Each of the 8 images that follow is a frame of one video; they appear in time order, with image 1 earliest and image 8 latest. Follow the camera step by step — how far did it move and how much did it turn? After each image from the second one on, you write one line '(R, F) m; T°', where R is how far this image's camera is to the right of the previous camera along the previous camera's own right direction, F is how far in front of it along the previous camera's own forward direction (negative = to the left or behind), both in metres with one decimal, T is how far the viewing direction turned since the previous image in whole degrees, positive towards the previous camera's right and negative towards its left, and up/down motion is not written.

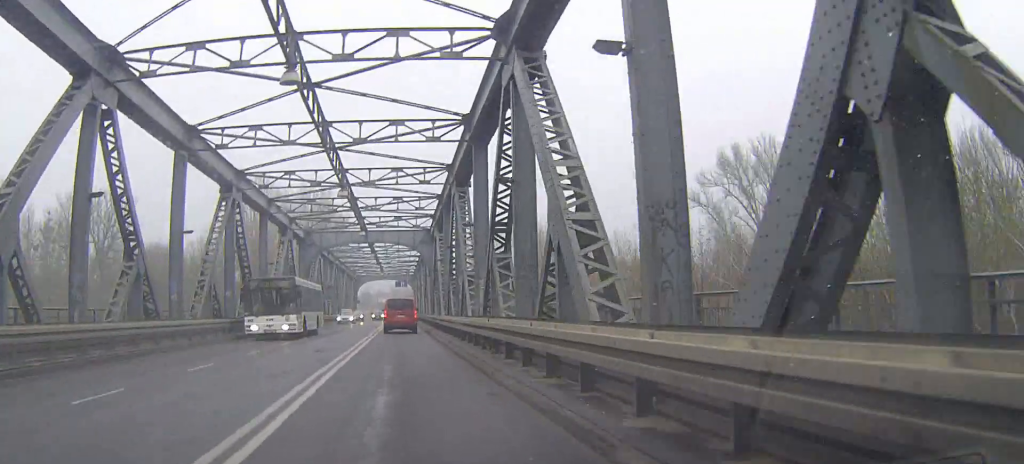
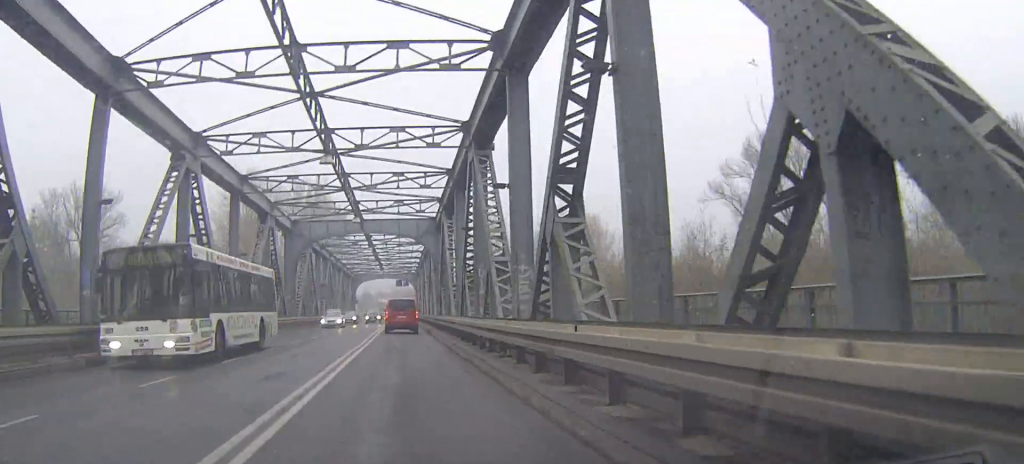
(0.0, +9.4) m; 0°
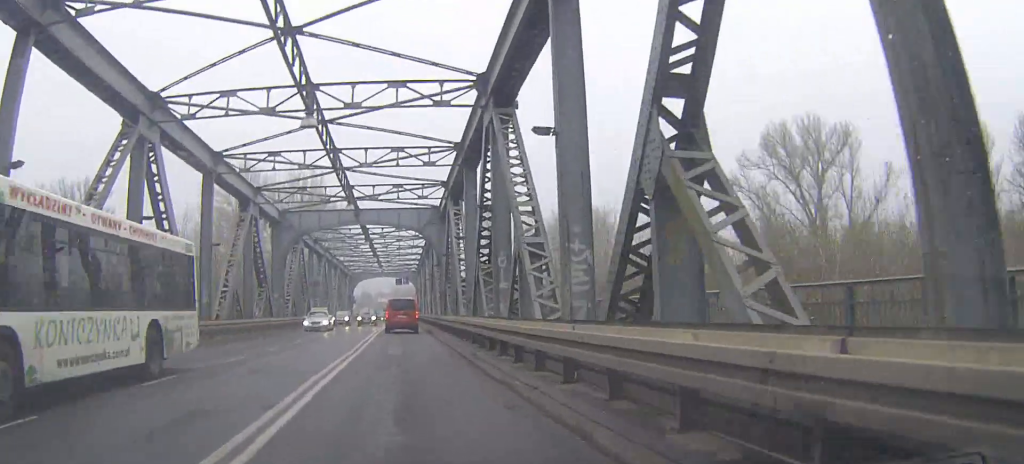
(0.0, +6.1) m; 0°
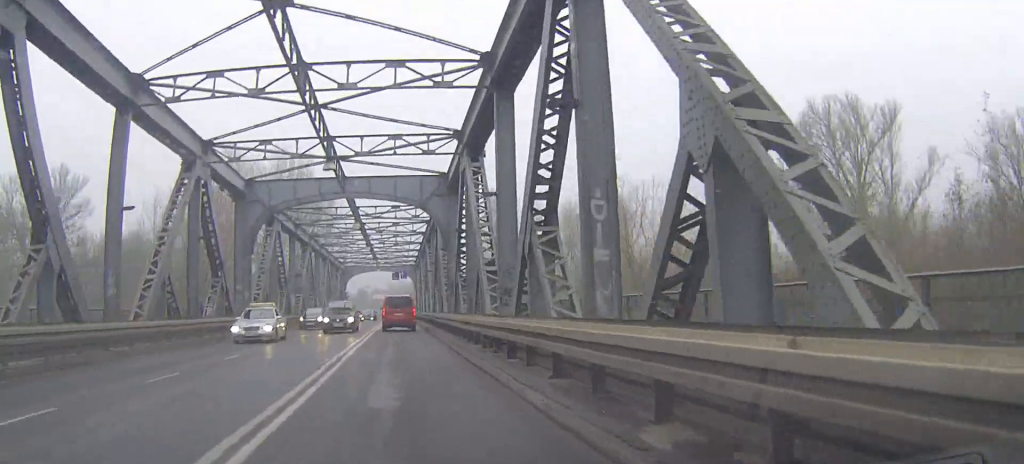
(0.0, +11.8) m; 0°
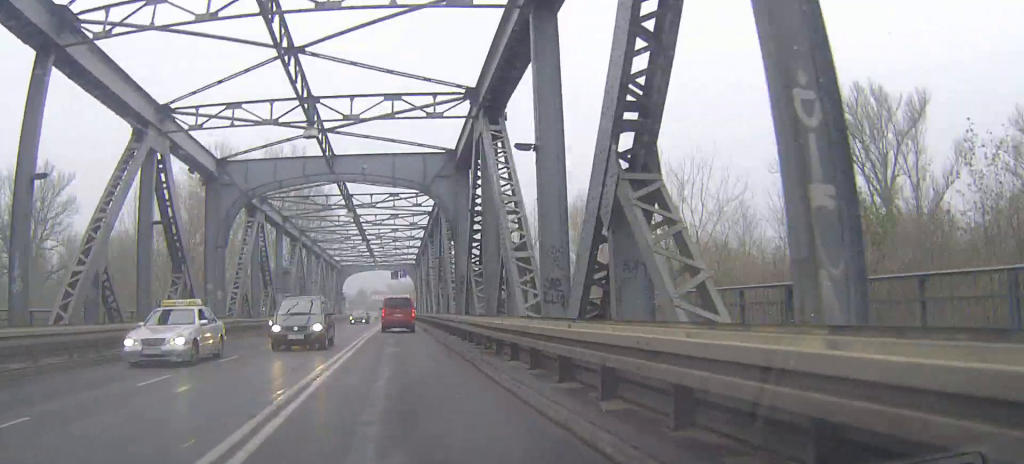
(0.0, +6.2) m; 0°
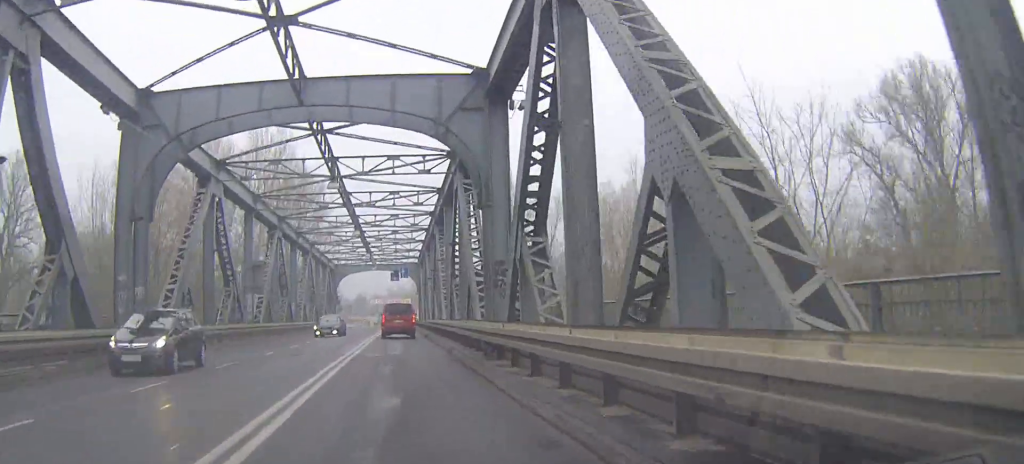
(0.0, +12.5) m; 0°
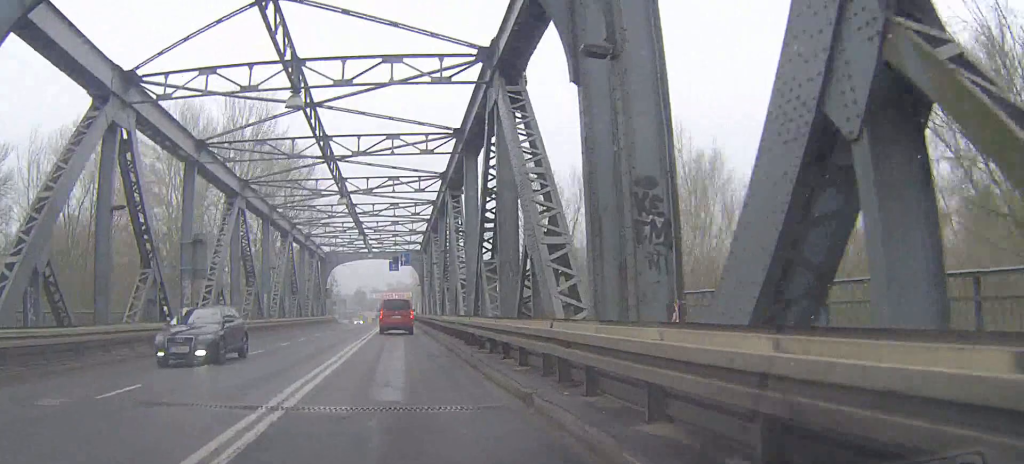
(+0.1, +13.6) m; +1°
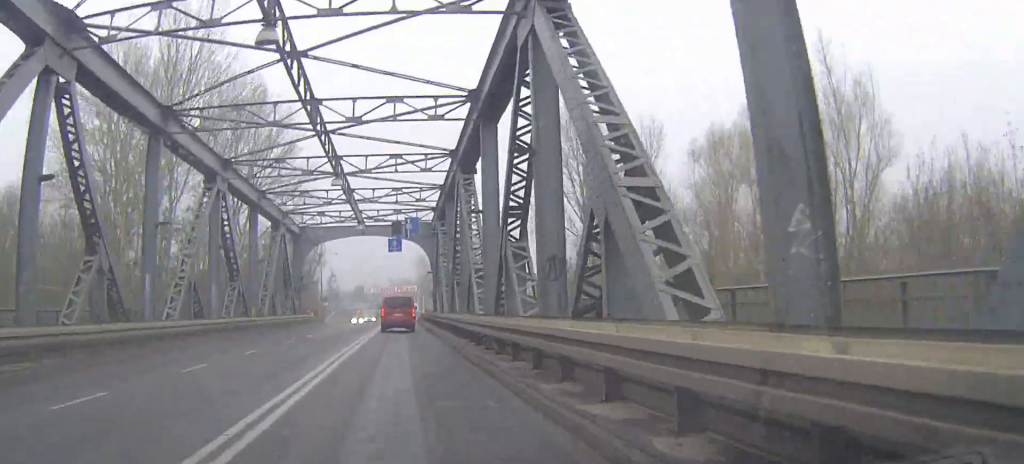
(0.0, +25.7) m; -1°
